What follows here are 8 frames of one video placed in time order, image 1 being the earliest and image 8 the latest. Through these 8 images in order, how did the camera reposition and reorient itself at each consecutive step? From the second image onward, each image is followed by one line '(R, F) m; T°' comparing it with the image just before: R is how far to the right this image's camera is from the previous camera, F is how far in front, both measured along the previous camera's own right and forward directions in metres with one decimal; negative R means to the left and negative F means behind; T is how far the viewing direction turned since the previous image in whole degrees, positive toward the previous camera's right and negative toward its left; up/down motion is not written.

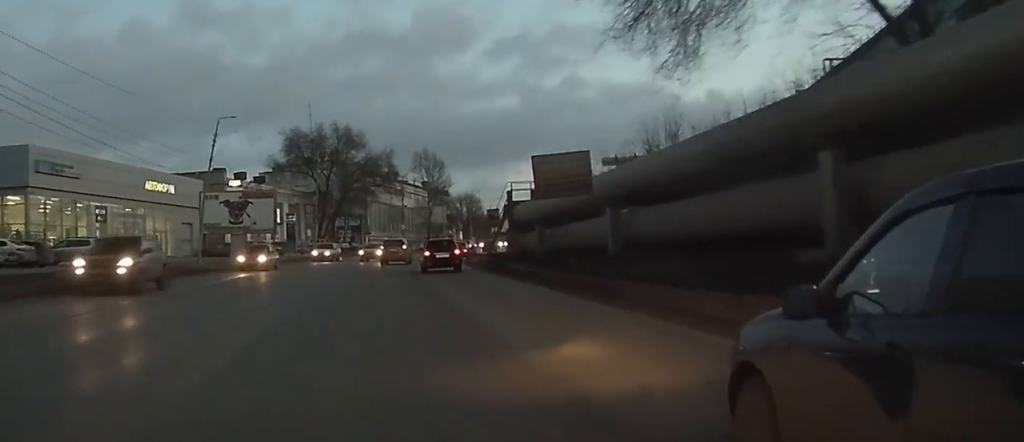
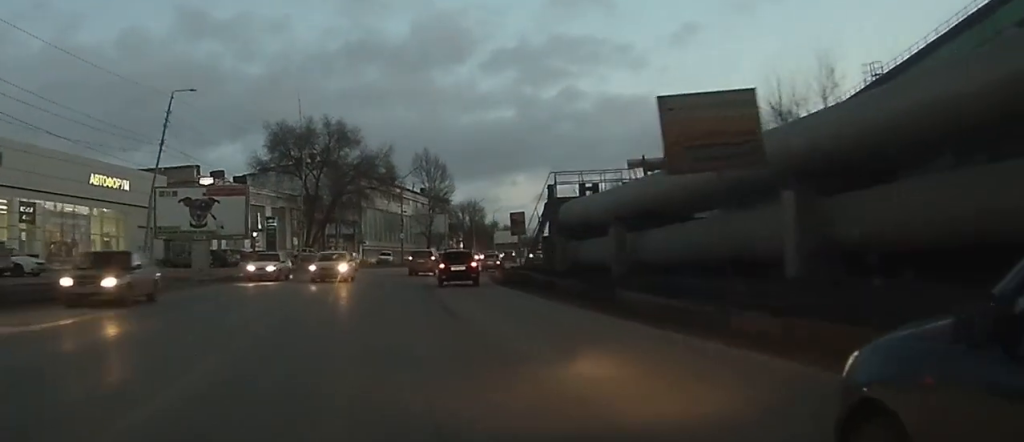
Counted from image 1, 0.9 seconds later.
(+0.1, +13.6) m; +1°
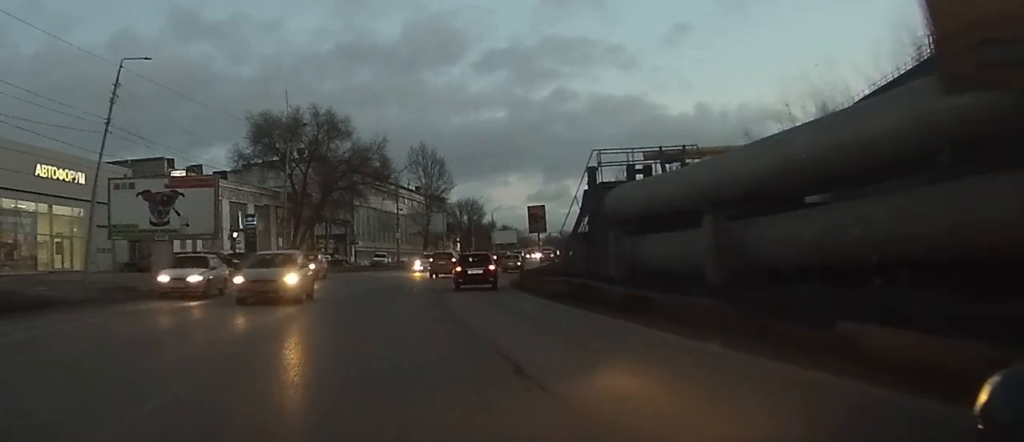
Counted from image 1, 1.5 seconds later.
(0.0, +8.7) m; 0°
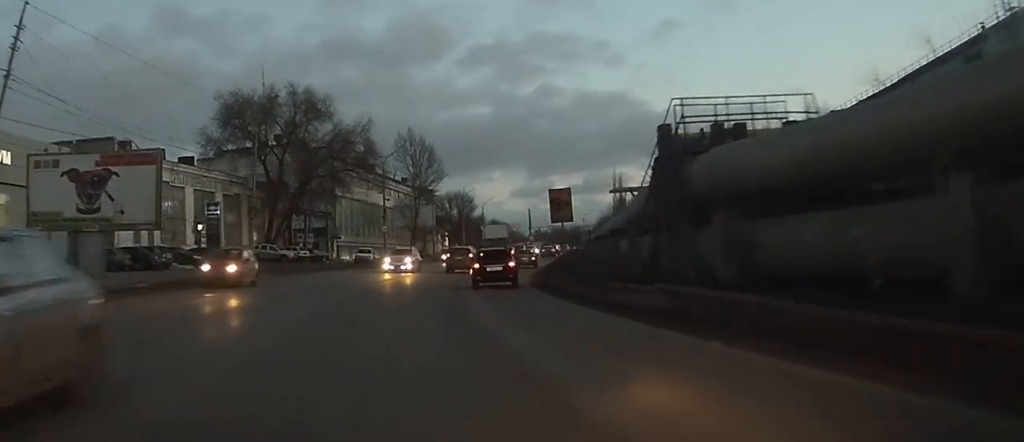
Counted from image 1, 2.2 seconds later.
(0.0, +9.7) m; +1°
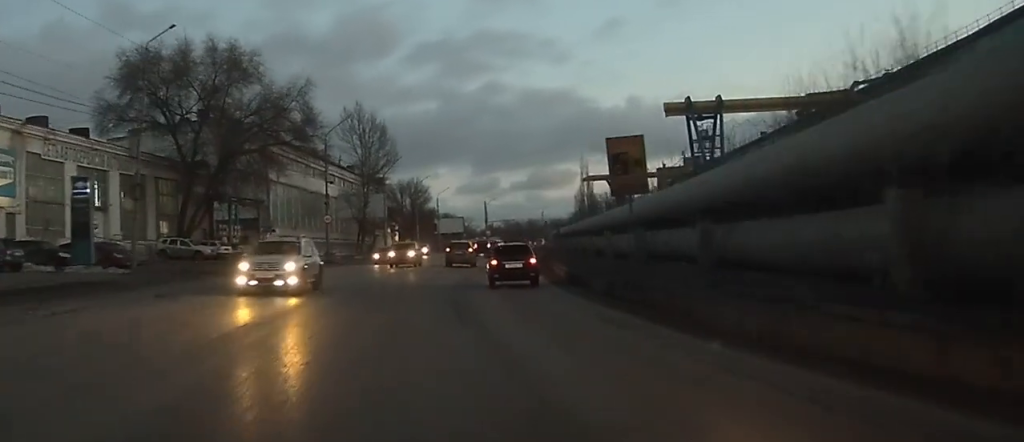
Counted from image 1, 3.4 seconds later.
(+0.1, +16.9) m; +2°
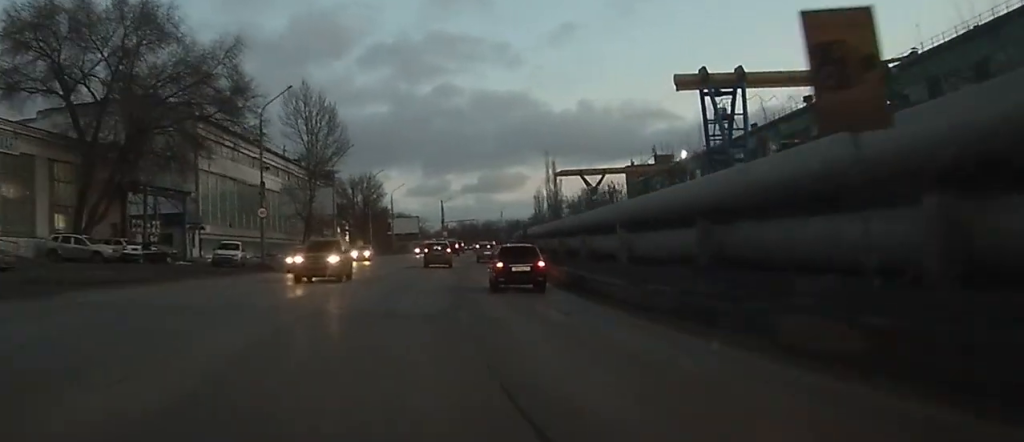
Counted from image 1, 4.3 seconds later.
(+0.2, +13.0) m; +3°
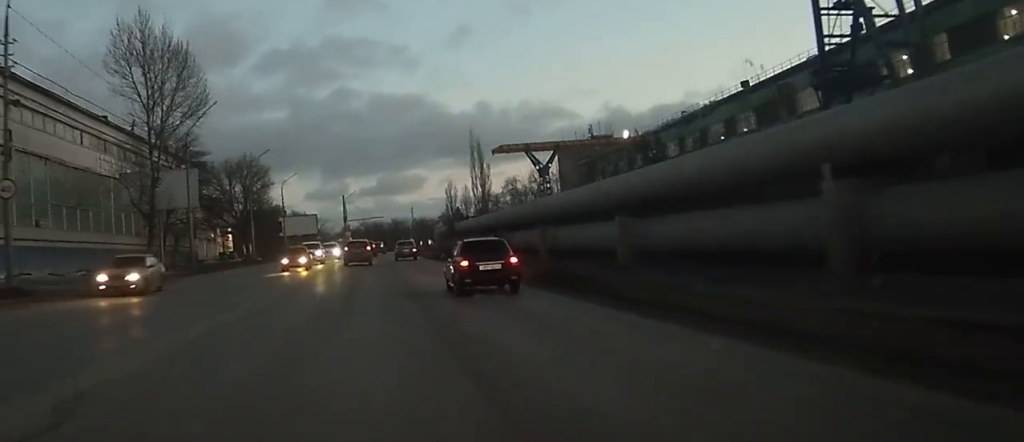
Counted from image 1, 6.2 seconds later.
(+1.8, +27.4) m; +7°
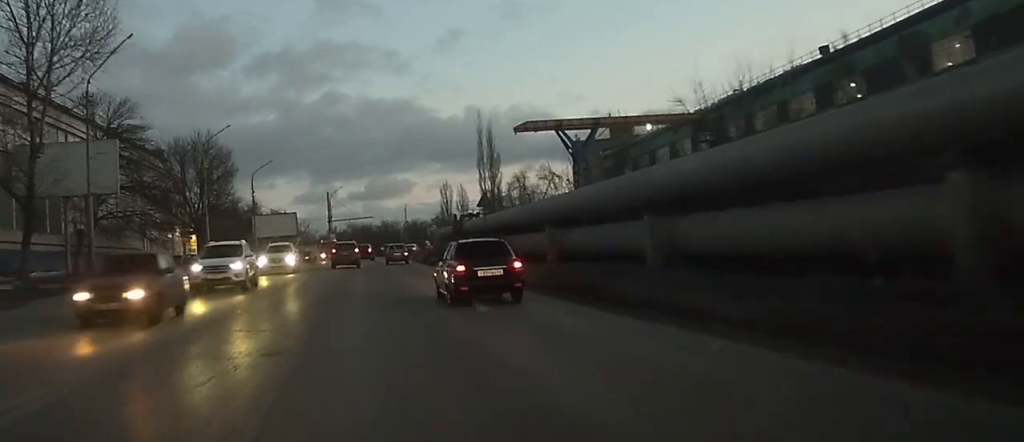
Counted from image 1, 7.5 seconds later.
(+0.6, +18.9) m; +2°
